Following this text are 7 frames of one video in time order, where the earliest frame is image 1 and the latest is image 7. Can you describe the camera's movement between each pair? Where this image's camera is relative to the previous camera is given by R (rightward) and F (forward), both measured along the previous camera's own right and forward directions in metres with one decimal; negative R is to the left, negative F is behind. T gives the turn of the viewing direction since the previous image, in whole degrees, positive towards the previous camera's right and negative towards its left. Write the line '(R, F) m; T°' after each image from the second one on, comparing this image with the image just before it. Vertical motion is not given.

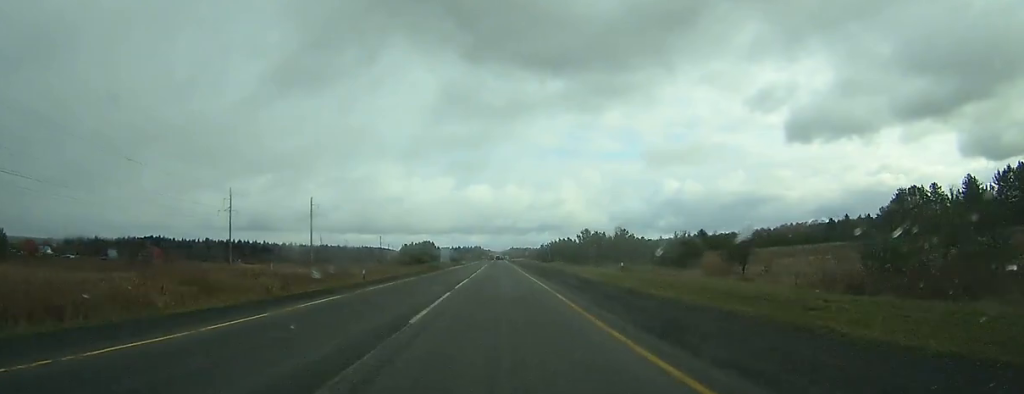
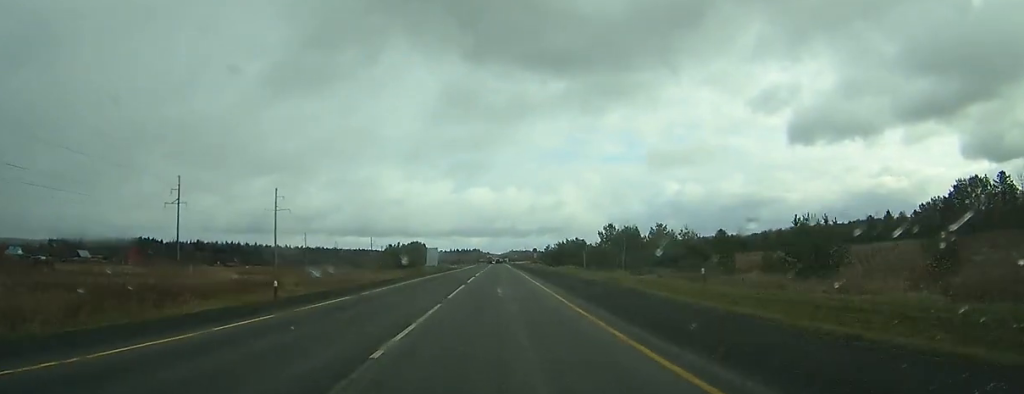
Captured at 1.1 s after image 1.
(0.0, +28.2) m; 0°
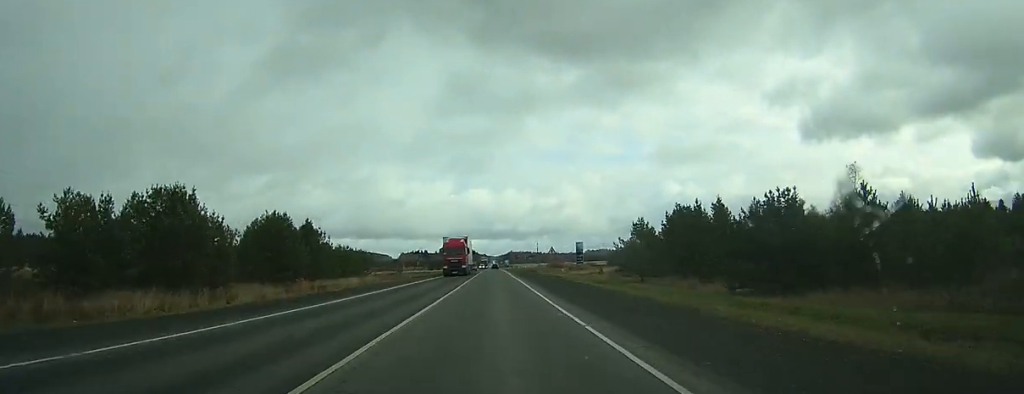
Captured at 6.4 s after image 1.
(+0.7, +130.6) m; +1°
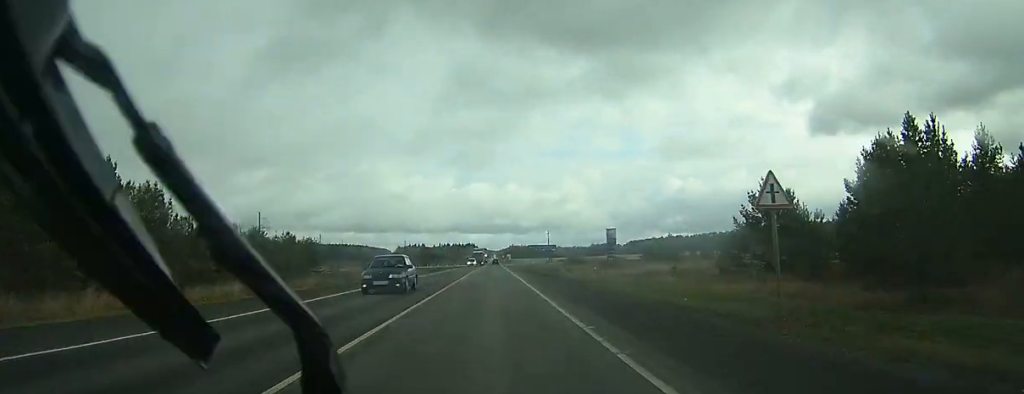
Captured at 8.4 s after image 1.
(+0.1, +50.3) m; 0°
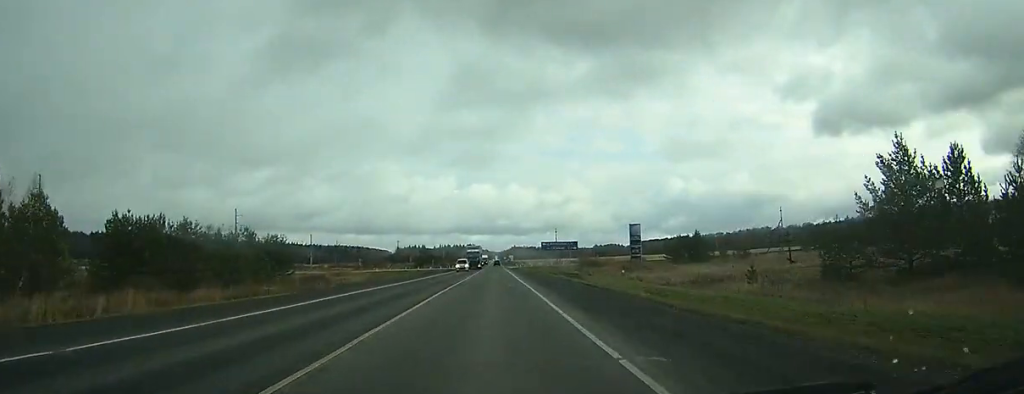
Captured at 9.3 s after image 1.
(0.0, +21.6) m; 0°
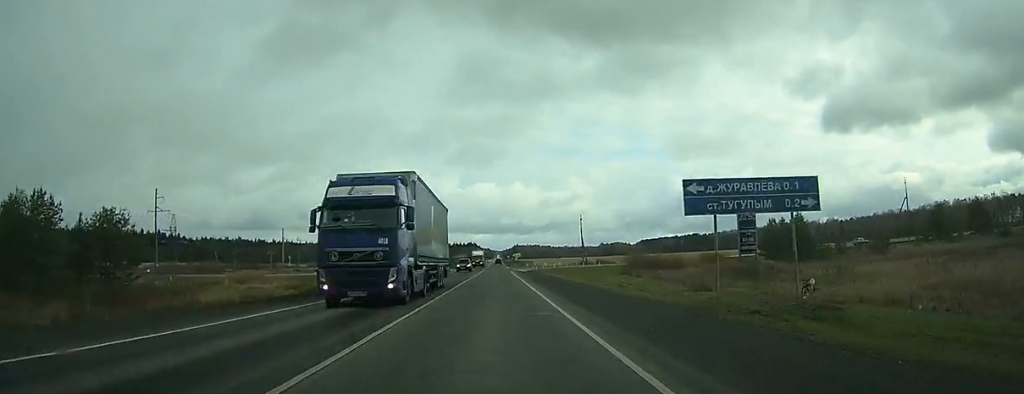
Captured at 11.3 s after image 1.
(-0.2, +49.1) m; -1°
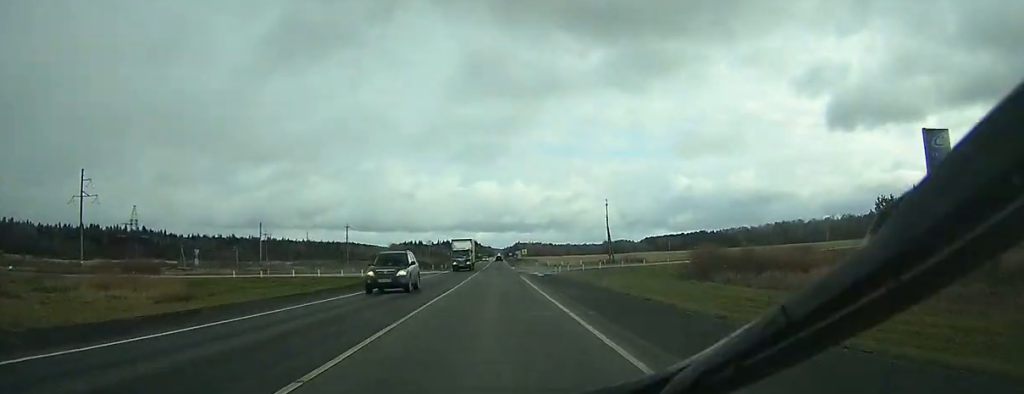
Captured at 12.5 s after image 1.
(-0.2, +28.7) m; 0°
